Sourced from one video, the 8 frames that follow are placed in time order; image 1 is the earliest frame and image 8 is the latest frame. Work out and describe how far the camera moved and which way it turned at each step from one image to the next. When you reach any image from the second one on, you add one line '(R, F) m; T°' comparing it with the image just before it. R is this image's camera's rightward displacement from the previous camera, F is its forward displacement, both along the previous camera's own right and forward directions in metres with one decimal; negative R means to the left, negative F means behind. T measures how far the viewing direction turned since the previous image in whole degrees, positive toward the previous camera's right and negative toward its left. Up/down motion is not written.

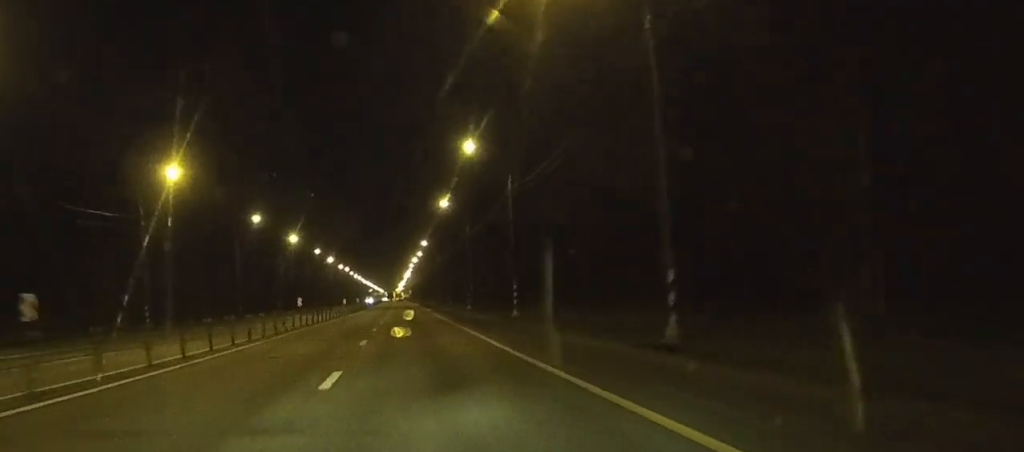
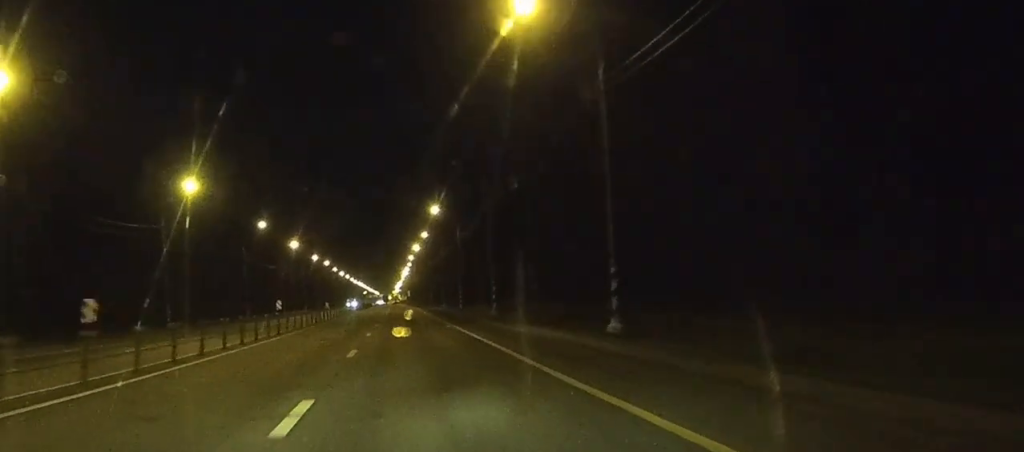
(0.0, +64.0) m; 0°
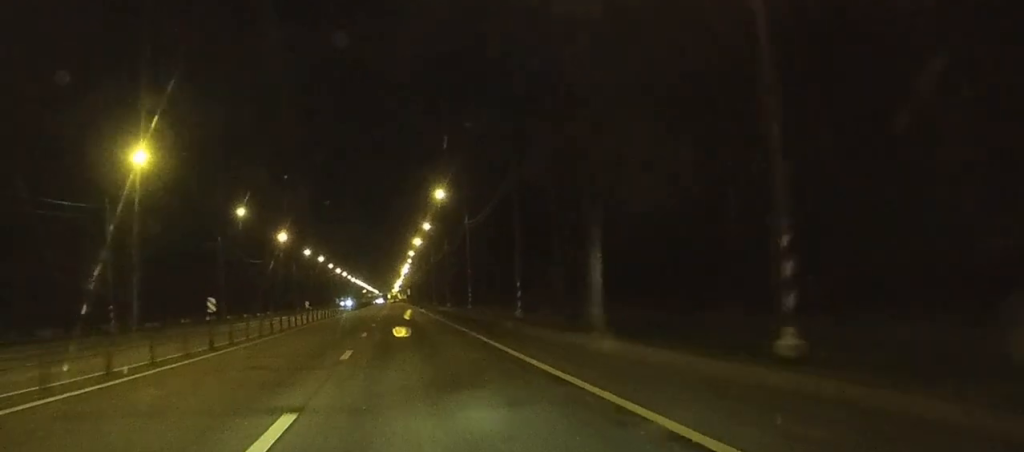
(0.0, +13.6) m; 0°
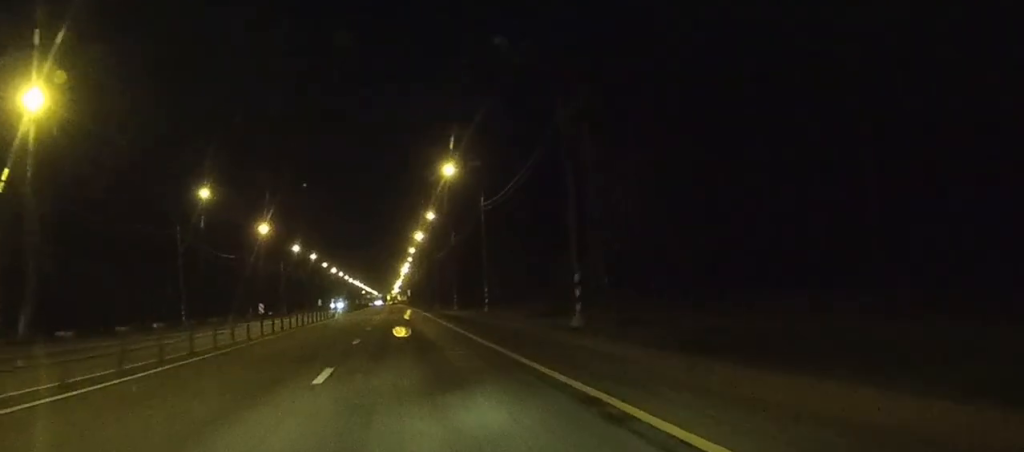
(0.0, +16.9) m; 0°
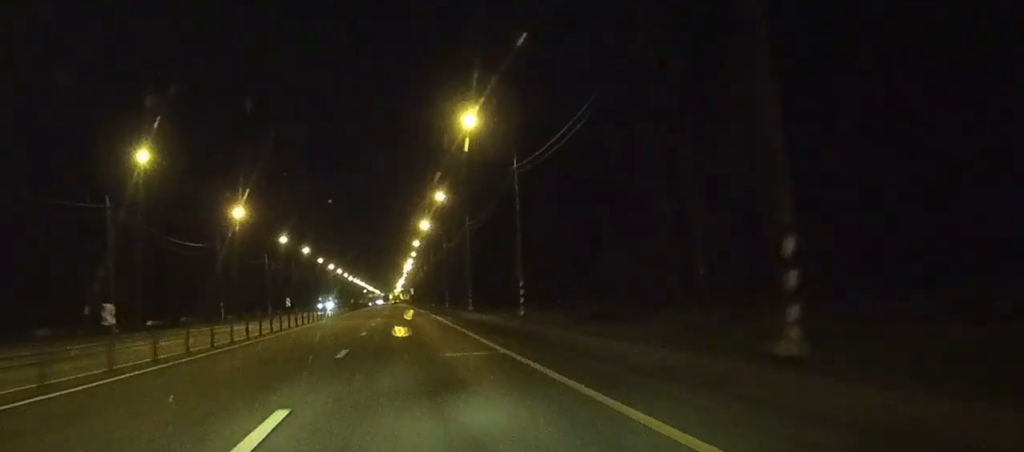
(0.0, +18.6) m; 0°
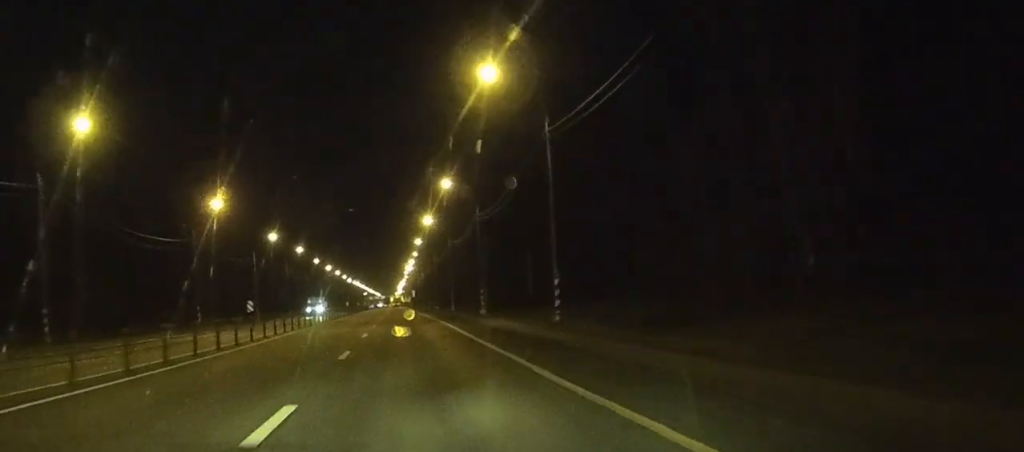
(0.0, +11.0) m; 0°
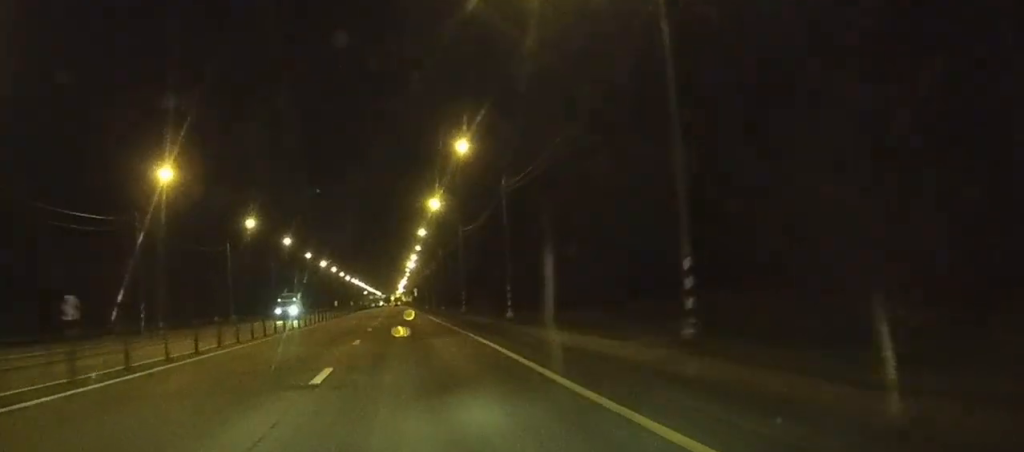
(0.0, +17.8) m; 0°
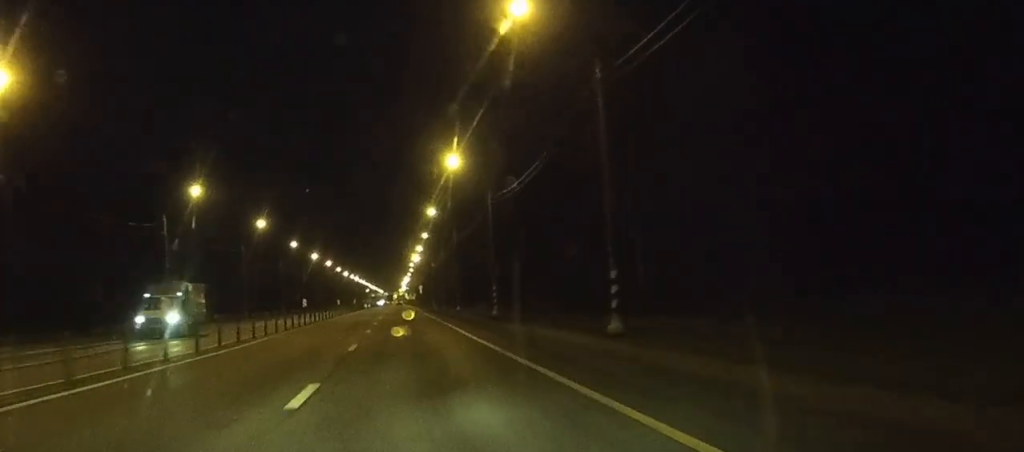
(0.0, +27.3) m; 0°
